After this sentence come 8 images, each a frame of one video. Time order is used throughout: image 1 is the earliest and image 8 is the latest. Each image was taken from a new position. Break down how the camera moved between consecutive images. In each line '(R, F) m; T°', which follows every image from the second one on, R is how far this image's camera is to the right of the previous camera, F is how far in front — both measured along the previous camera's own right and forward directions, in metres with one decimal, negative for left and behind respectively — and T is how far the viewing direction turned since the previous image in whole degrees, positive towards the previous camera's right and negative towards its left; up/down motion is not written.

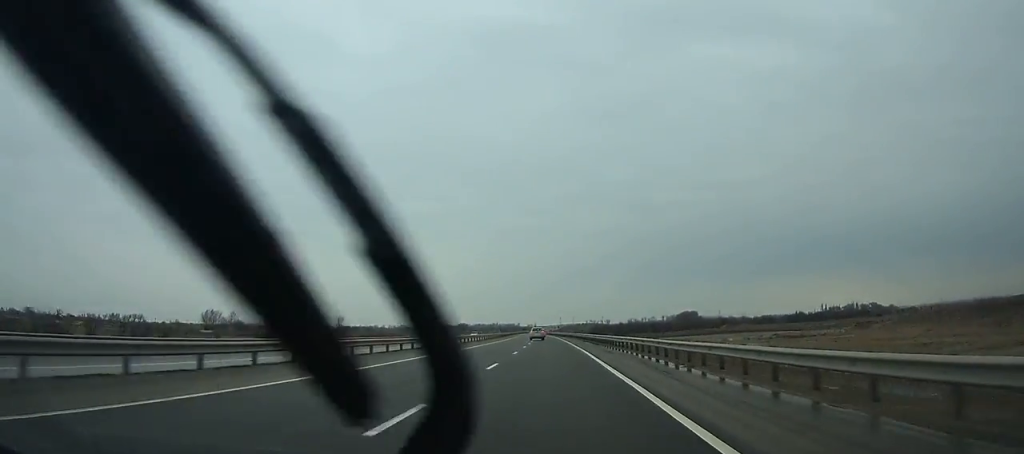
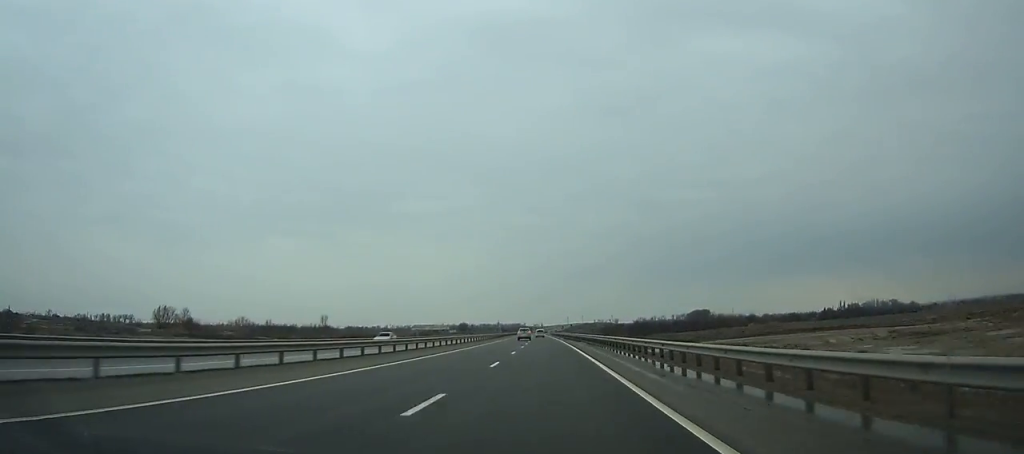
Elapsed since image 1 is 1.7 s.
(-0.2, +45.6) m; -1°
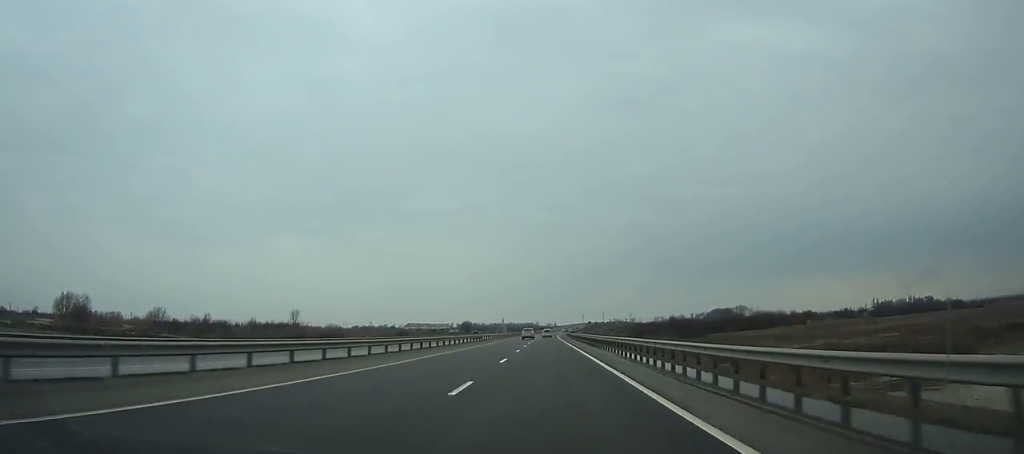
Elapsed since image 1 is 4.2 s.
(-0.8, +67.4) m; -1°
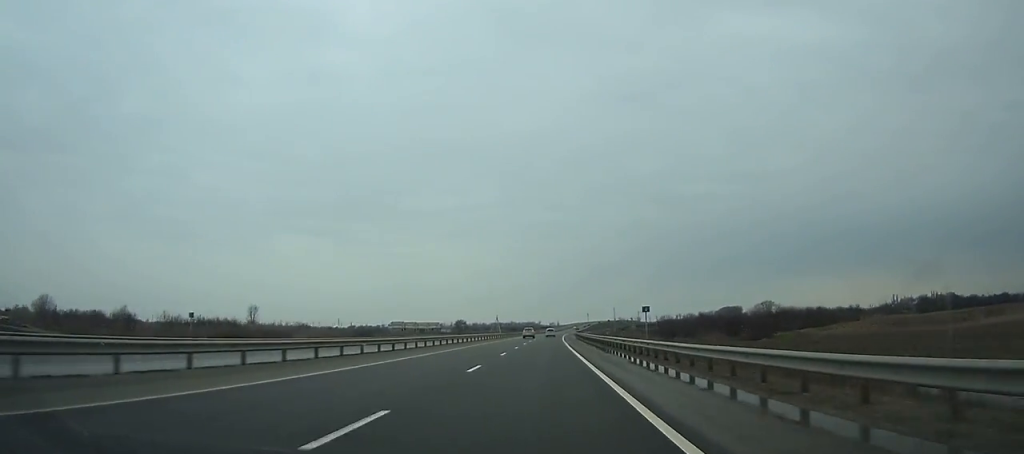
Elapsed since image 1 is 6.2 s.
(-0.2, +54.1) m; 0°
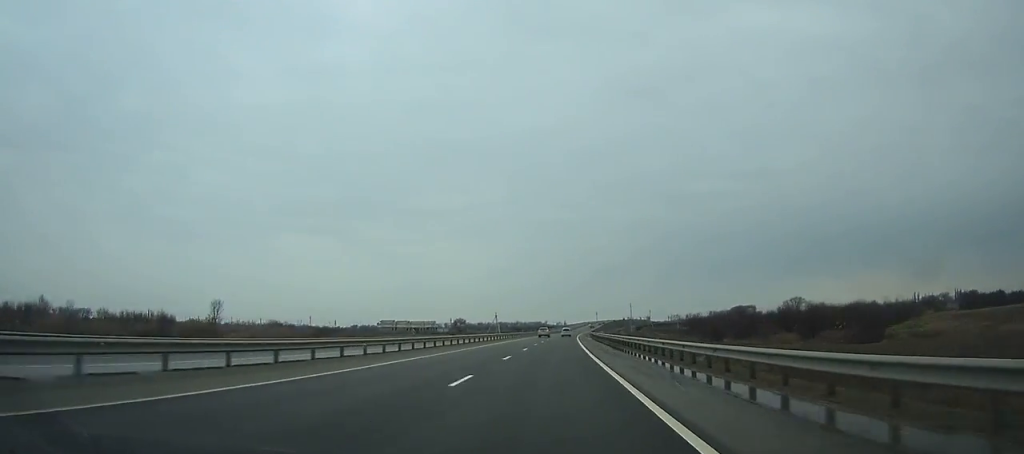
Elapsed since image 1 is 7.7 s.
(-0.2, +40.6) m; 0°
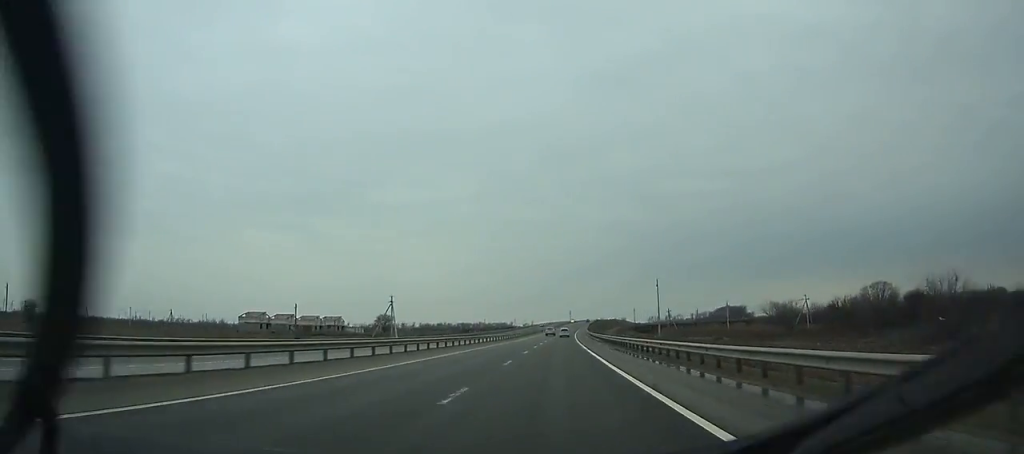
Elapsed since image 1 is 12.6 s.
(+3.2, +134.5) m; +3°
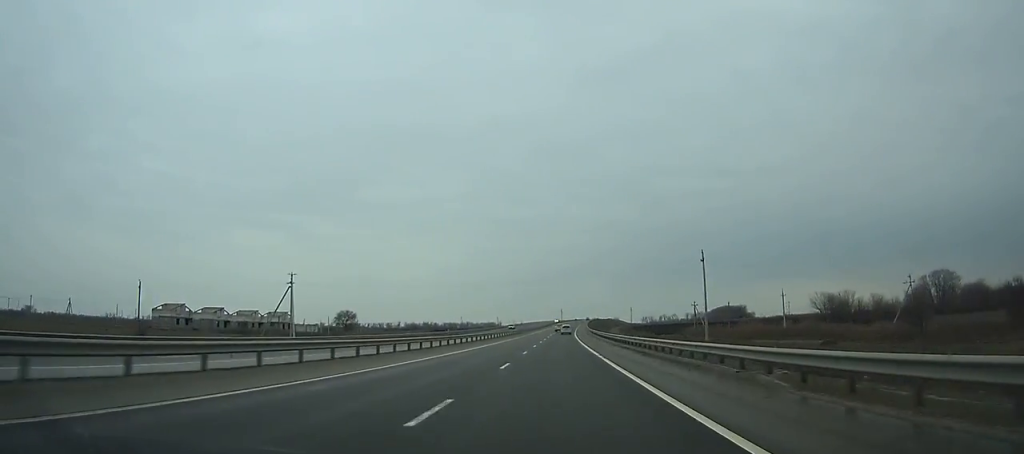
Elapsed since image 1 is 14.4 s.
(+0.4, +50.1) m; +1°
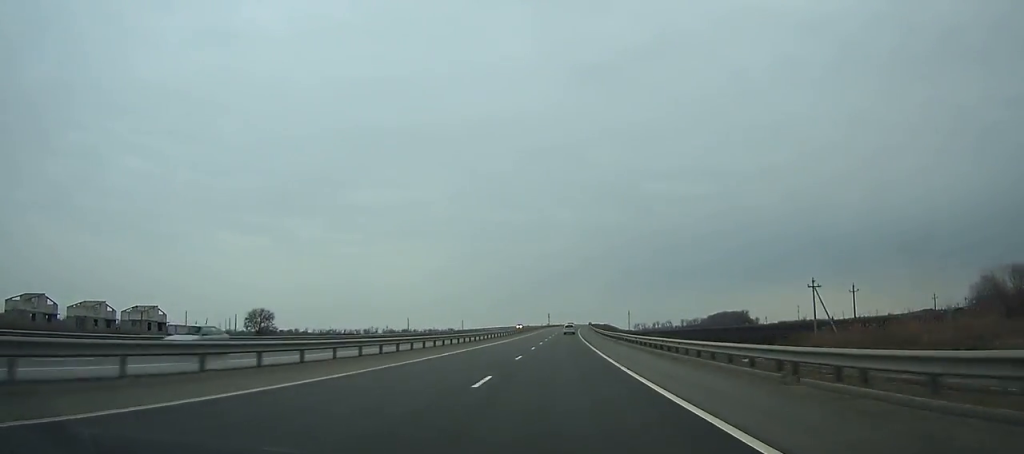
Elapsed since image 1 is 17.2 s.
(+0.9, +78.4) m; +1°
